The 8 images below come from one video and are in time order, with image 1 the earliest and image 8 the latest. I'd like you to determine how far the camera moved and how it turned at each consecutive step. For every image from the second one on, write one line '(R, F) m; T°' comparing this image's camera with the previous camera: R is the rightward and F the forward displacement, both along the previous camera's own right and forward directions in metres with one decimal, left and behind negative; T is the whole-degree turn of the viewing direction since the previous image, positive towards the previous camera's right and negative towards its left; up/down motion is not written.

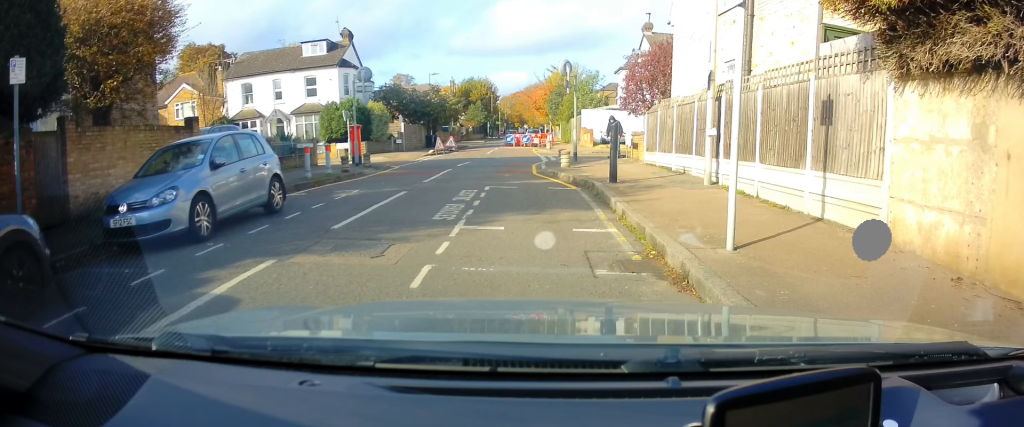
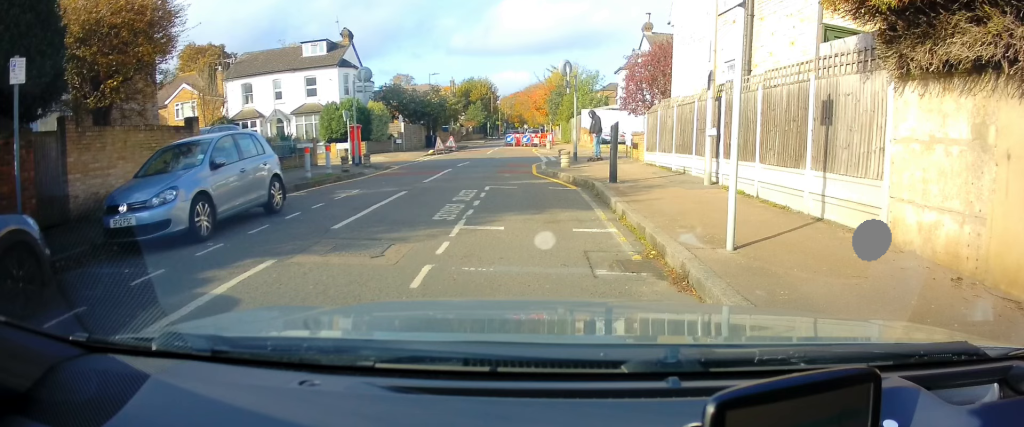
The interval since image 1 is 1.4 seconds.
(0.0, 0.0) m; 0°
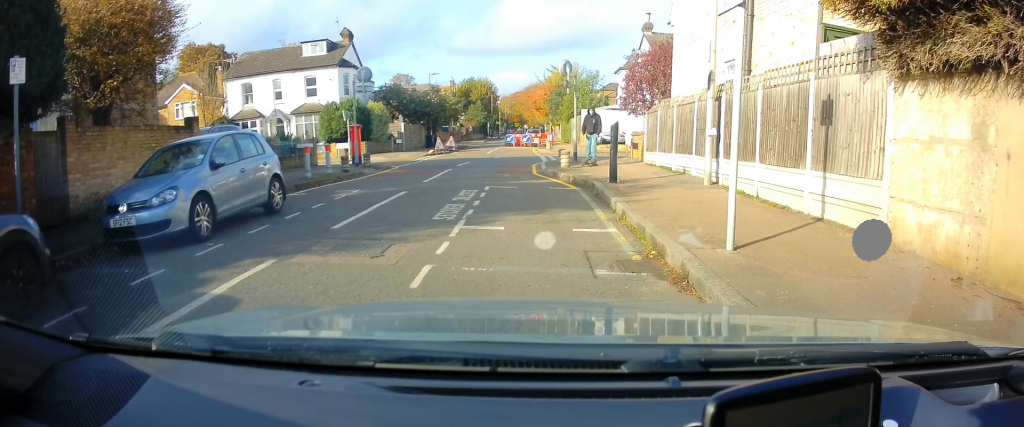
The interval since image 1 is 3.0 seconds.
(0.0, 0.0) m; 0°
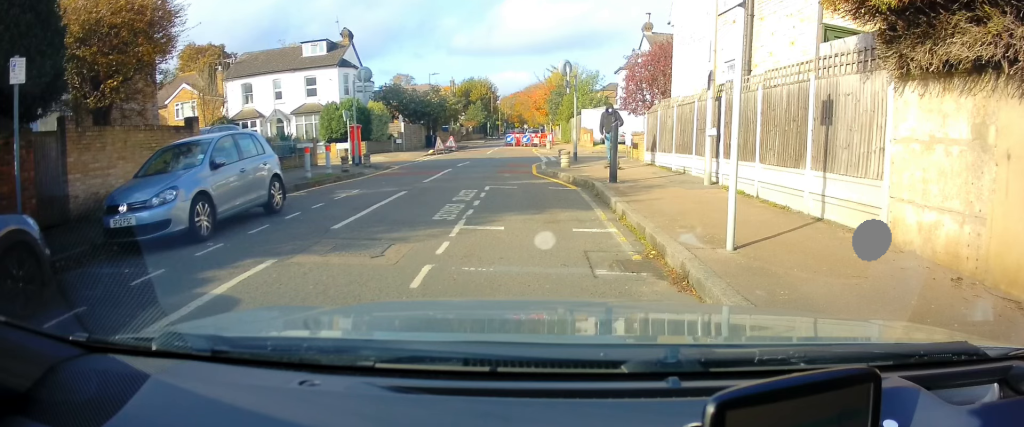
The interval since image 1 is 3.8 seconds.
(0.0, 0.0) m; 0°
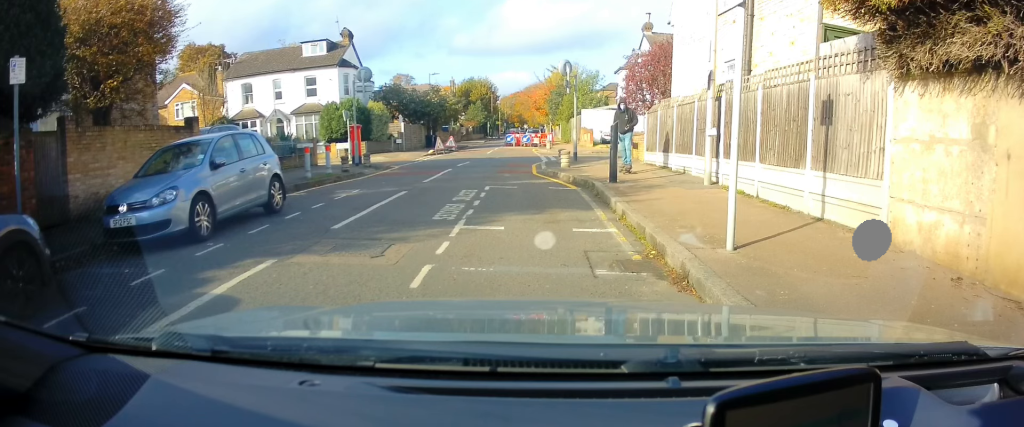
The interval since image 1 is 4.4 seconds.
(0.0, 0.0) m; 0°
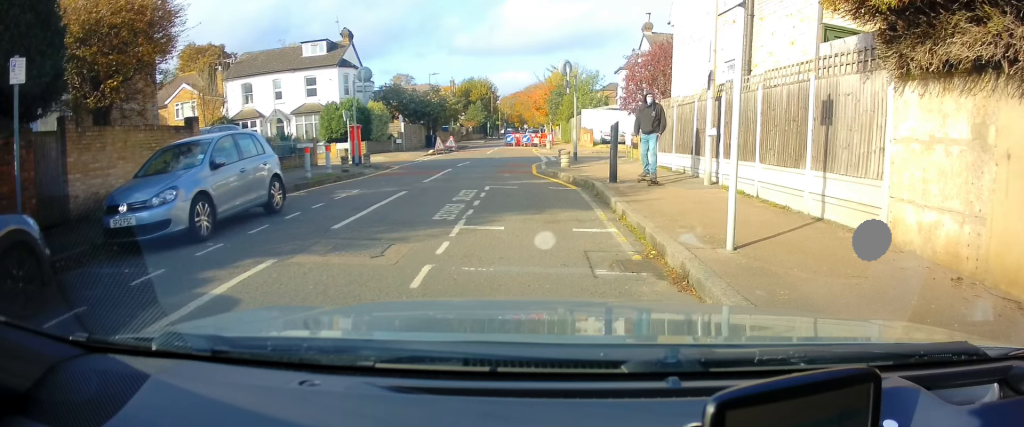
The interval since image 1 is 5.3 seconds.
(0.0, 0.0) m; 0°
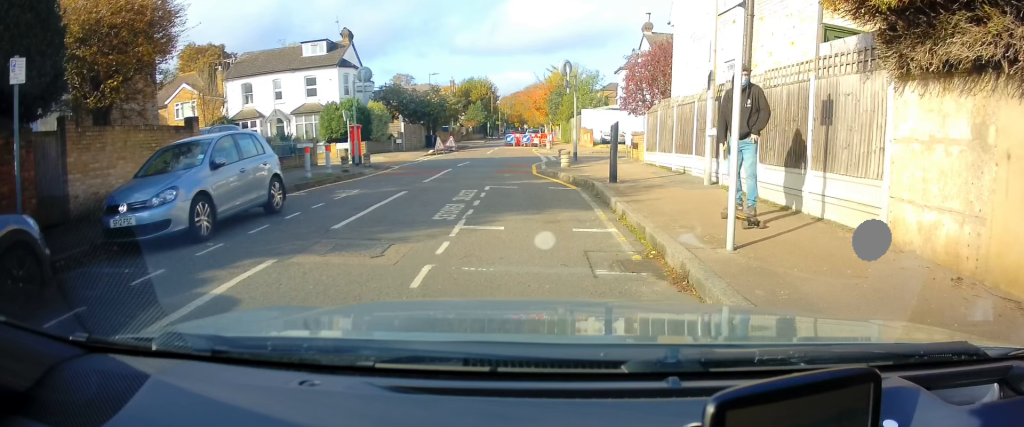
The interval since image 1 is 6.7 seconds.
(0.0, 0.0) m; 0°
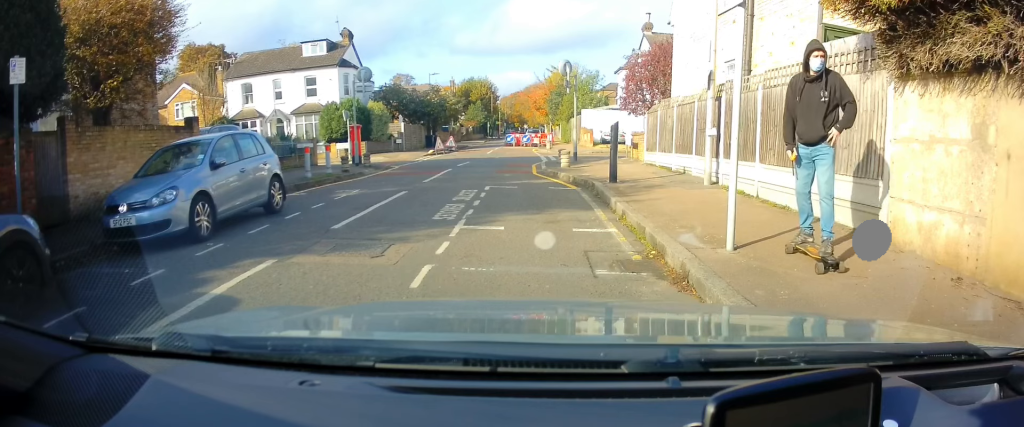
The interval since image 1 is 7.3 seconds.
(0.0, 0.0) m; 0°
